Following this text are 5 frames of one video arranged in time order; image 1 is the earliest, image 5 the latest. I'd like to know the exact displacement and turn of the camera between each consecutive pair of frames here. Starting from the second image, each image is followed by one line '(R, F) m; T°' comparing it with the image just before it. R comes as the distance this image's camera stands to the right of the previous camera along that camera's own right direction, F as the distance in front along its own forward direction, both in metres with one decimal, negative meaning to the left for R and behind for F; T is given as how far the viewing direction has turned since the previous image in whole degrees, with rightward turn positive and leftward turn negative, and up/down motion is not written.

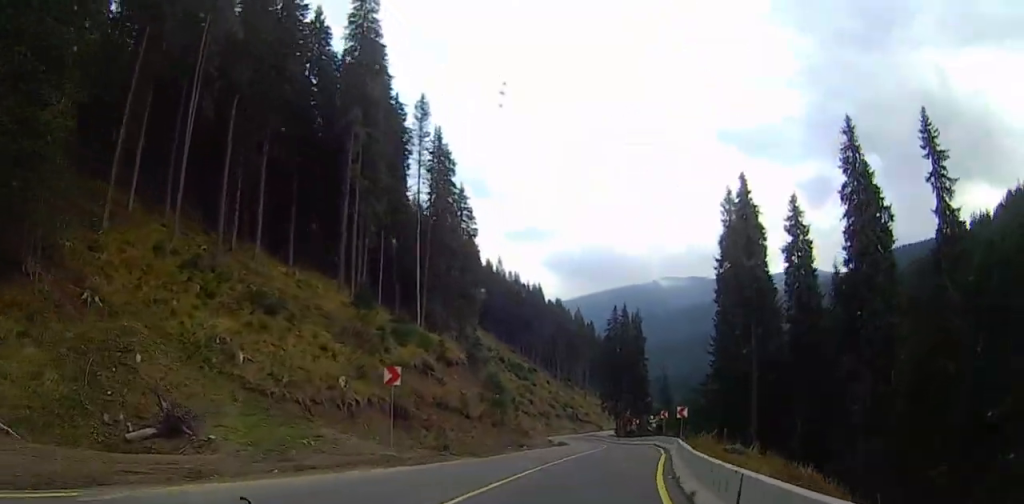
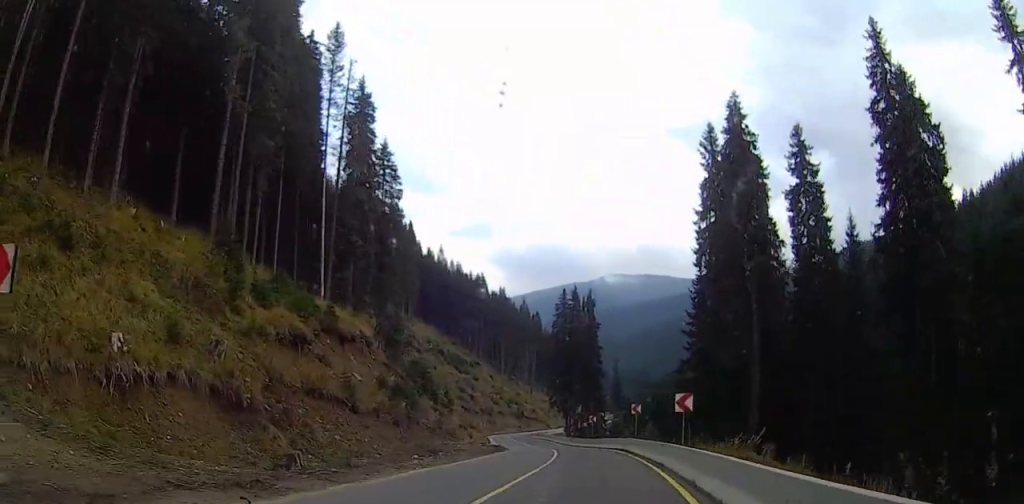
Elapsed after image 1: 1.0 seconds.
(+0.1, +16.2) m; +2°
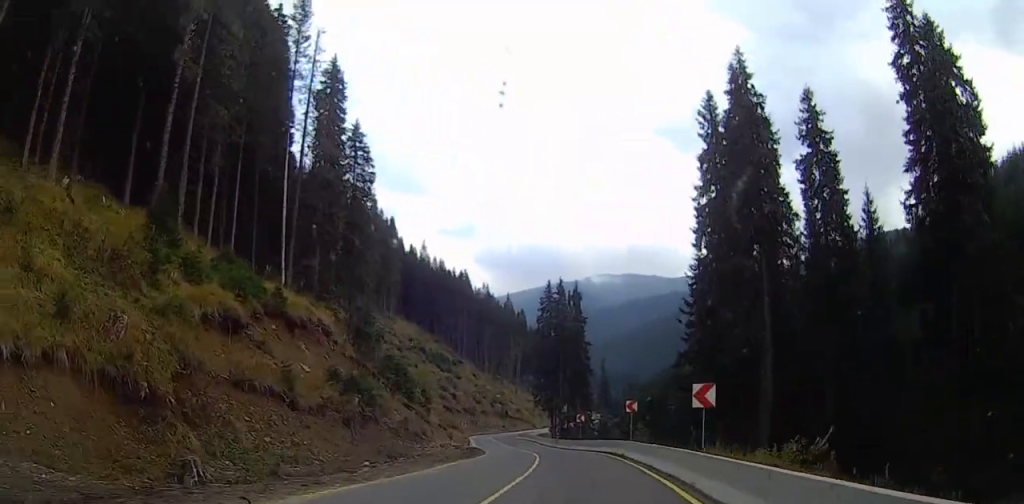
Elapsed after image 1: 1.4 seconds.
(+0.1, +6.2) m; +1°
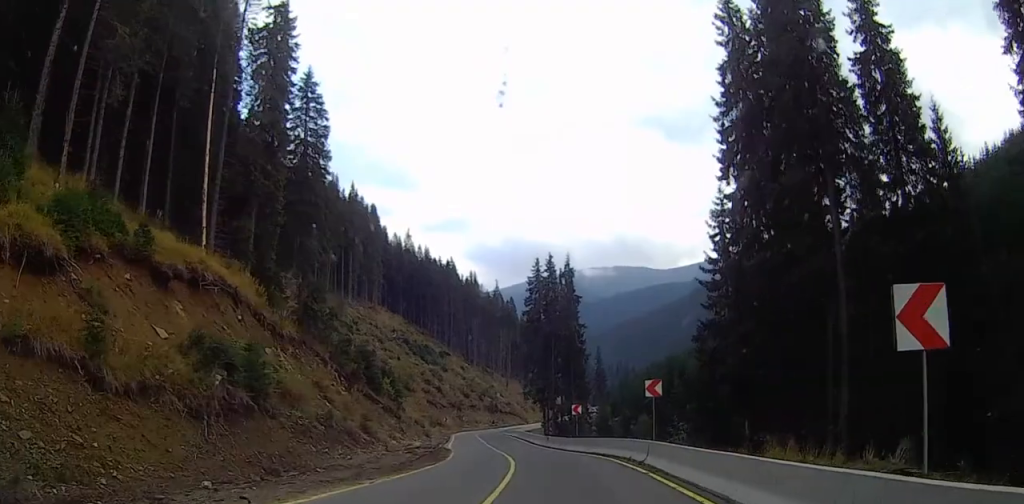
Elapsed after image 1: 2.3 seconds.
(+0.3, +12.6) m; +2°
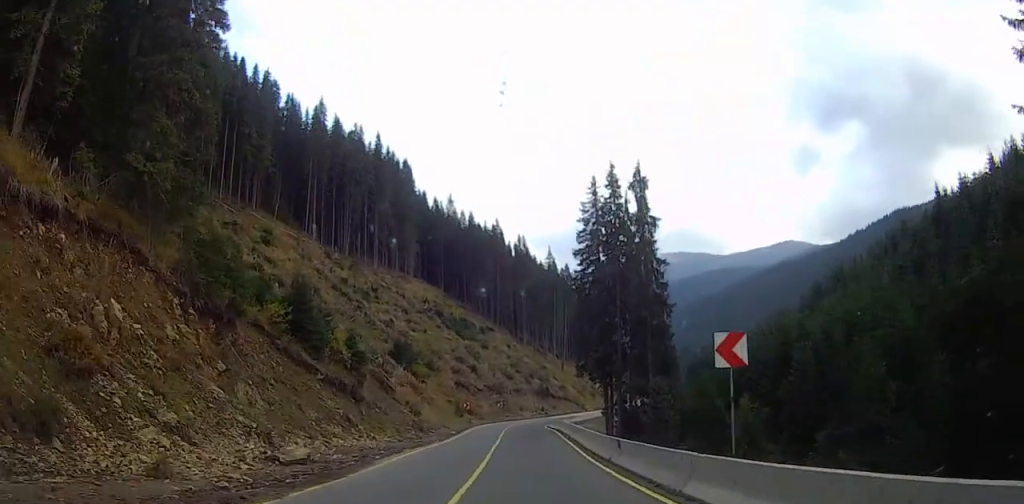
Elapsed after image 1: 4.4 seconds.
(+0.2, +29.7) m; -2°
